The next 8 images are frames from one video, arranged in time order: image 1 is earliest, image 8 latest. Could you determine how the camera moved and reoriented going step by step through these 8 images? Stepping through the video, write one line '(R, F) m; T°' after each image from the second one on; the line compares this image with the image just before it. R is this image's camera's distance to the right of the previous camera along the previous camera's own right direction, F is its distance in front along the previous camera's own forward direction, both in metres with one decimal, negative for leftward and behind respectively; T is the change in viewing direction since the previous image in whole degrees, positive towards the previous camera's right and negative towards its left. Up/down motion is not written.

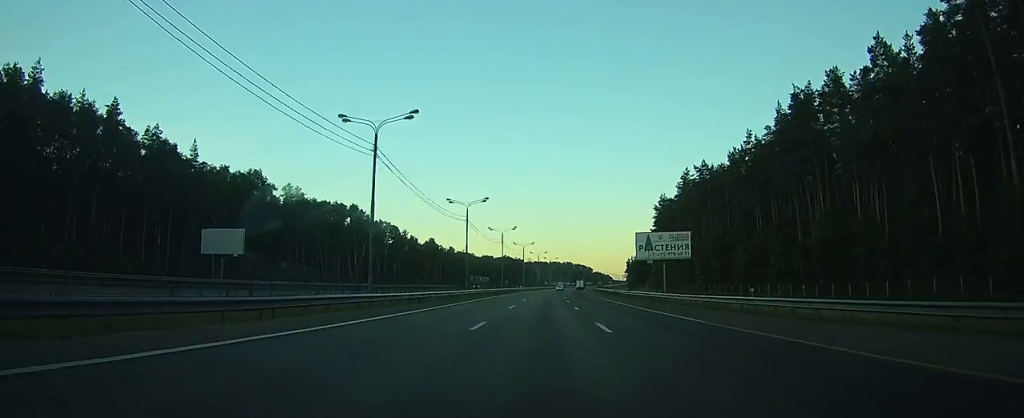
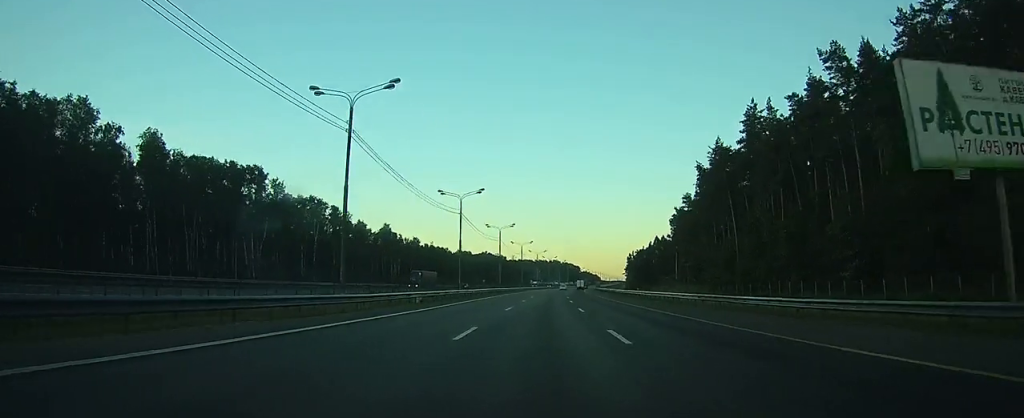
(+0.4, +50.8) m; +1°
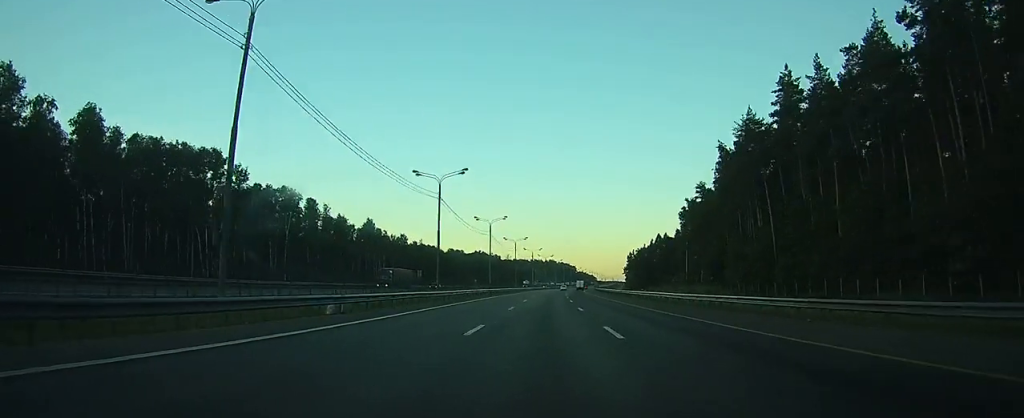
(0.0, +14.0) m; 0°
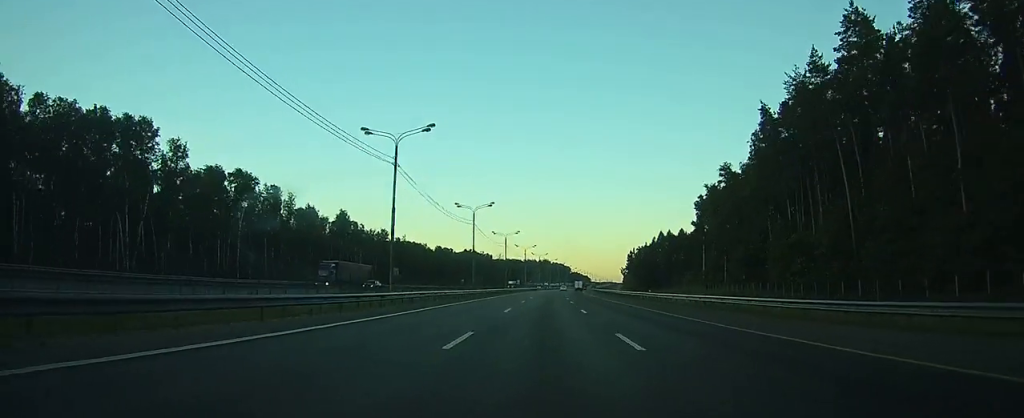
(0.0, +18.3) m; 0°
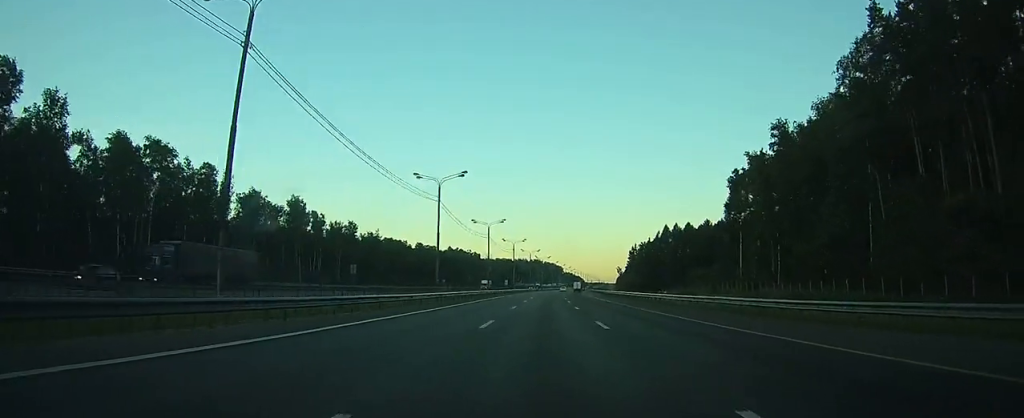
(+0.1, +25.2) m; +1°
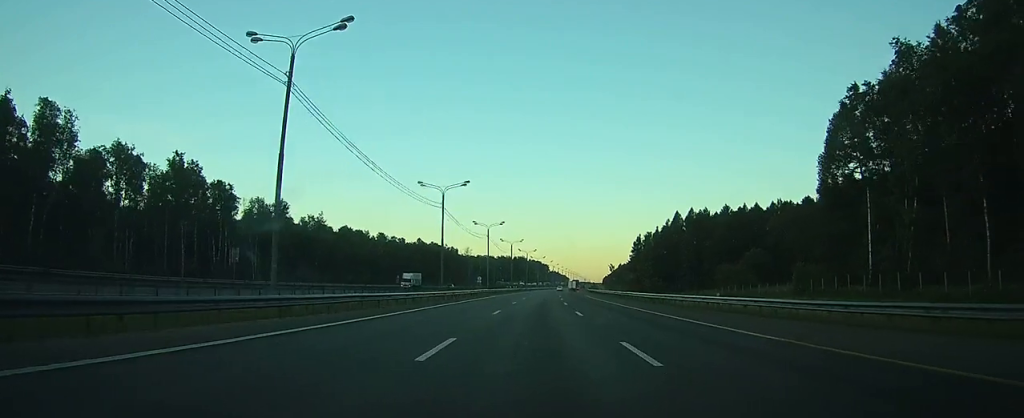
(+0.6, +38.8) m; +2°
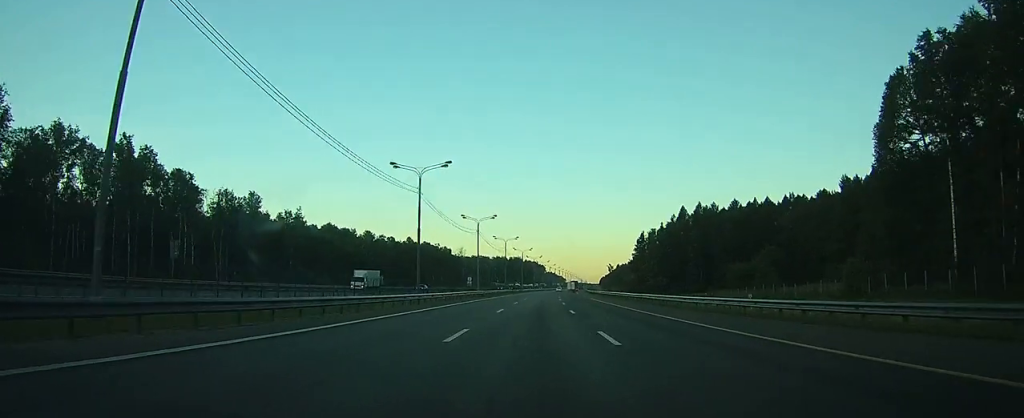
(0.0, +12.1) m; 0°
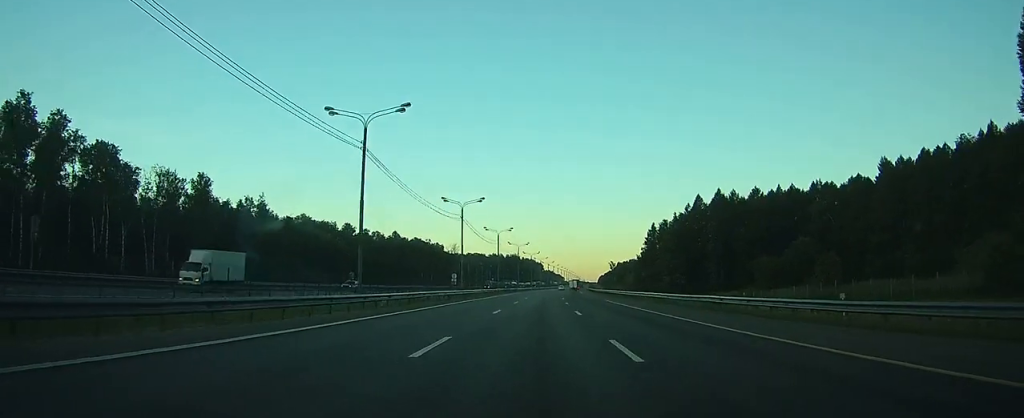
(+0.1, +19.0) m; 0°
